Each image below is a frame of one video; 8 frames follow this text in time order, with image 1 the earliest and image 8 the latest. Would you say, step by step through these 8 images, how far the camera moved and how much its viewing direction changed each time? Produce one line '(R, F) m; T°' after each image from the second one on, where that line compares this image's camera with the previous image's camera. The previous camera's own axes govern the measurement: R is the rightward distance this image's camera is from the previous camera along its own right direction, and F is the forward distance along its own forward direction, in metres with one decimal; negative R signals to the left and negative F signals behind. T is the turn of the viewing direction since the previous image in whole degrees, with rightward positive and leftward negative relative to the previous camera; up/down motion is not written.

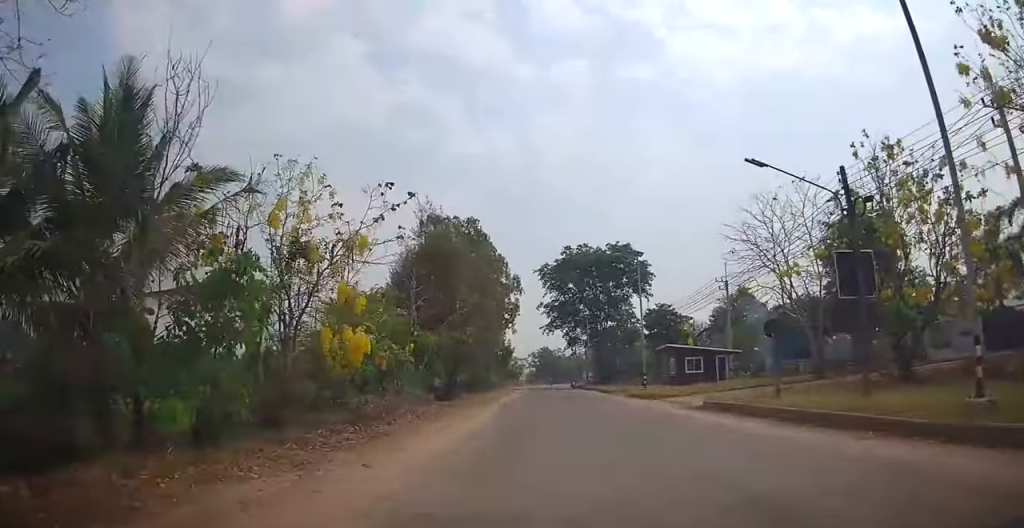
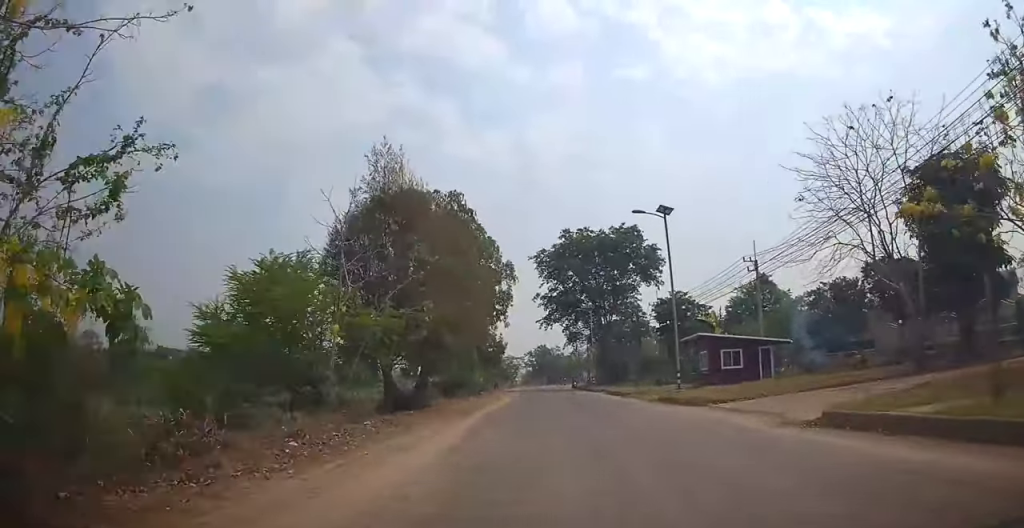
(+0.3, +8.6) m; -1°
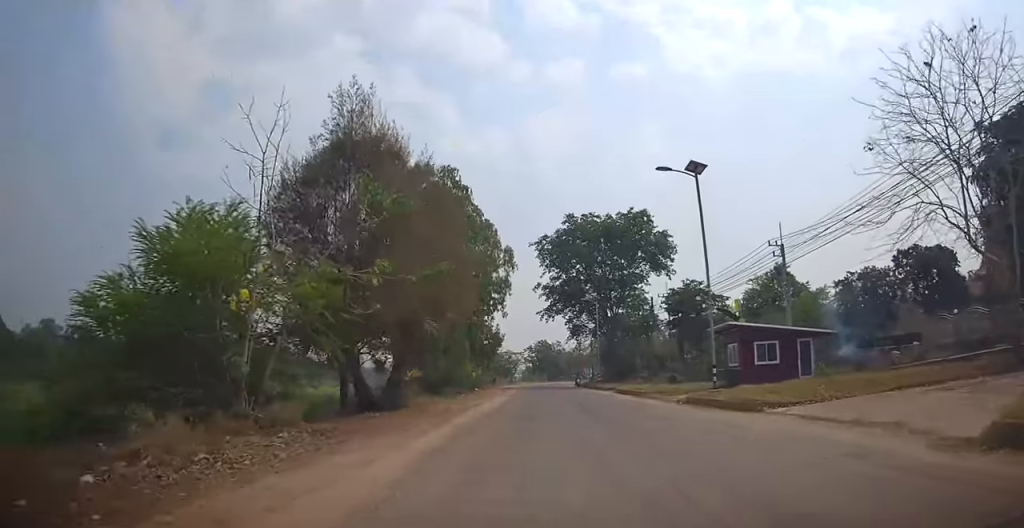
(-0.2, +5.0) m; -1°
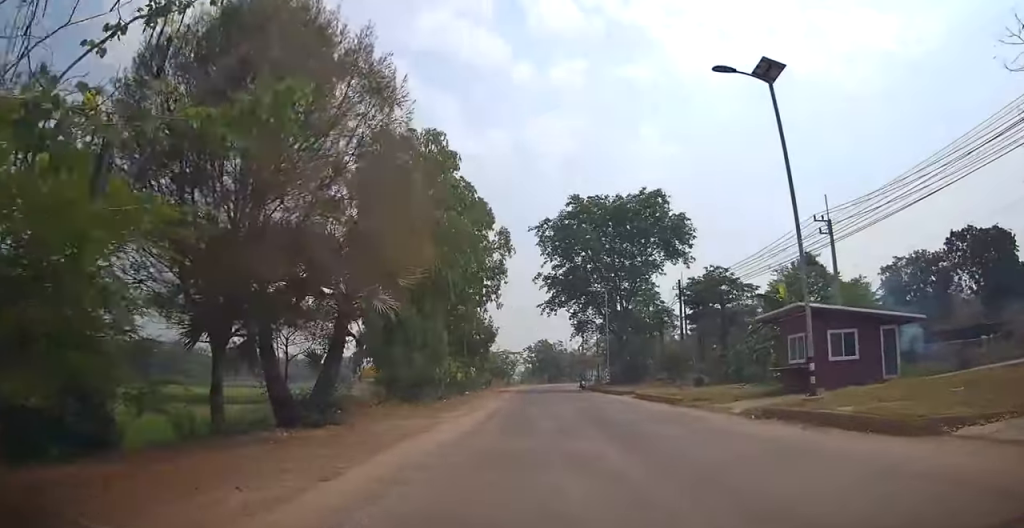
(-0.1, +7.4) m; 0°
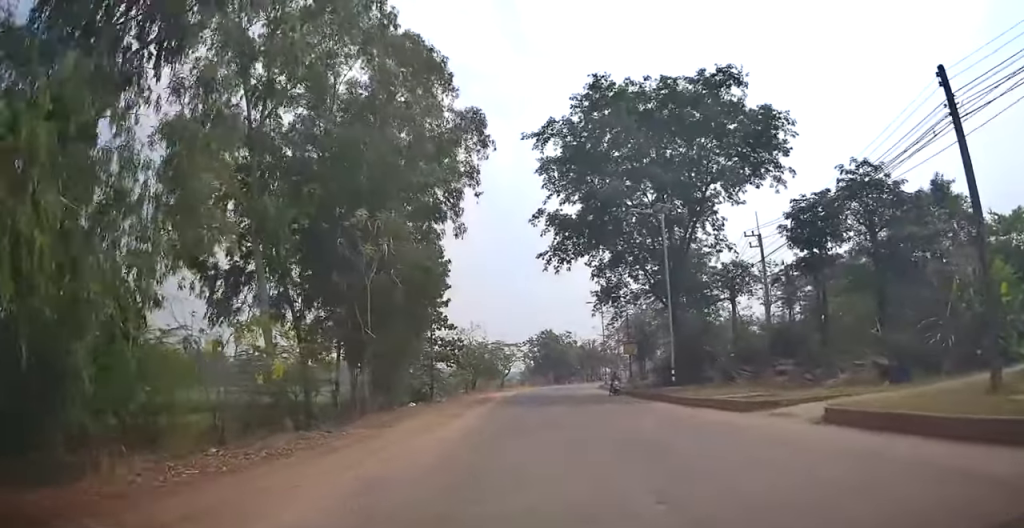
(+0.6, +22.9) m; +3°
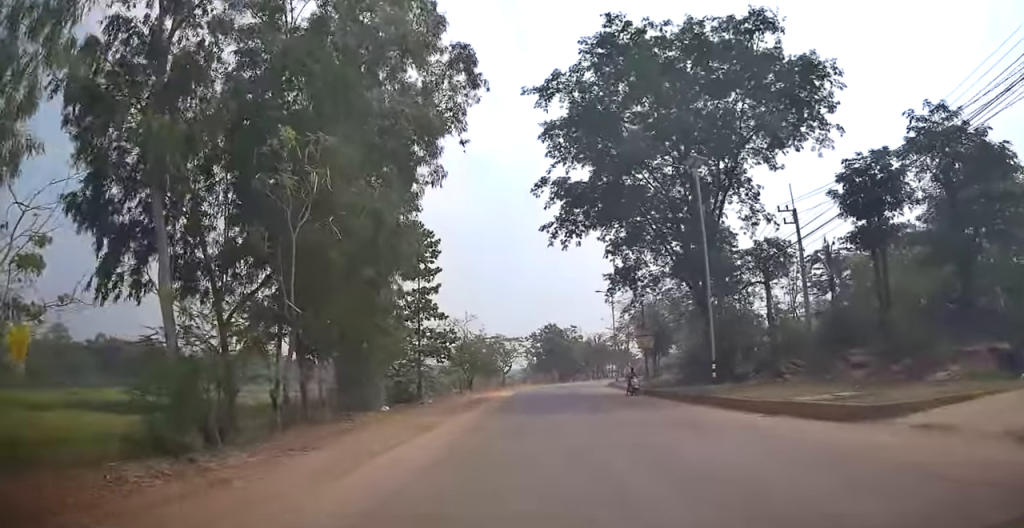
(0.0, +5.6) m; 0°
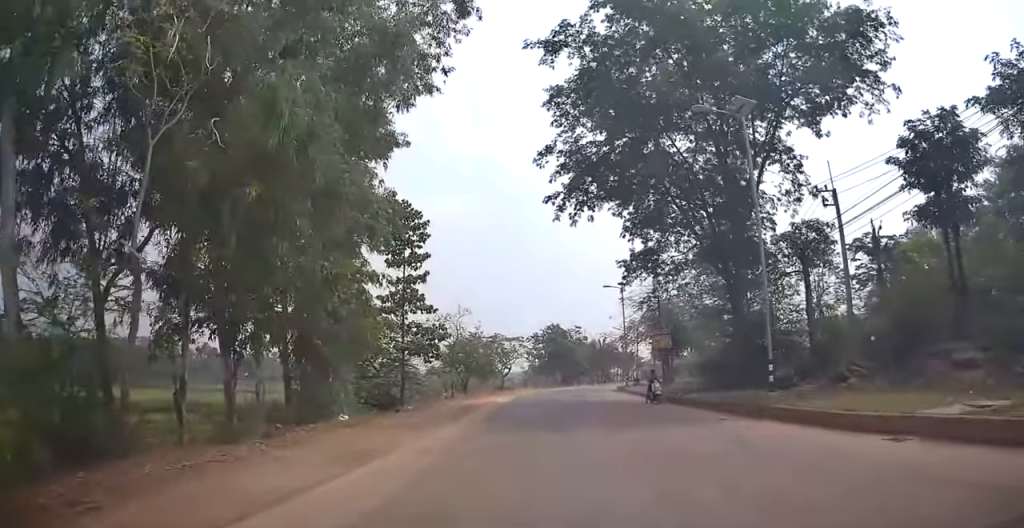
(0.0, +5.0) m; -1°
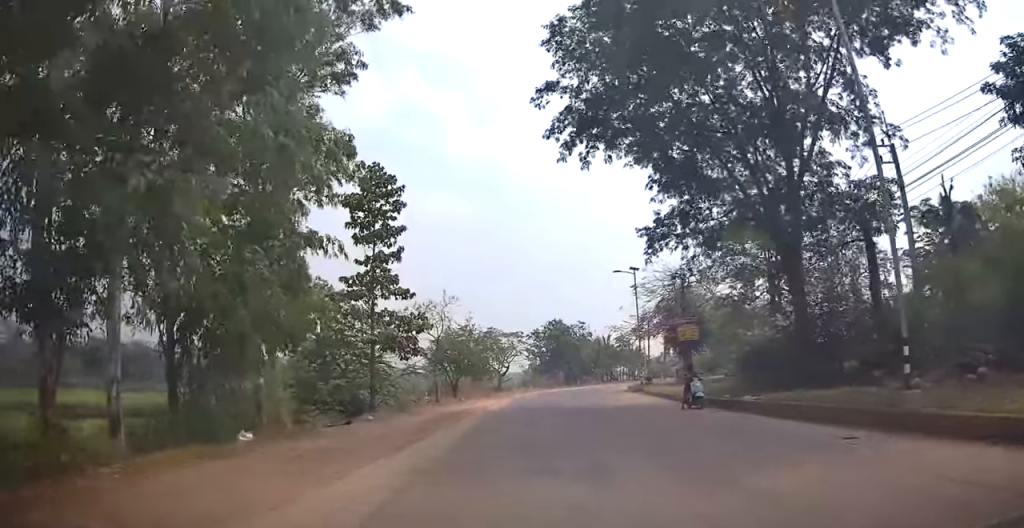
(-0.1, +6.3) m; 0°
